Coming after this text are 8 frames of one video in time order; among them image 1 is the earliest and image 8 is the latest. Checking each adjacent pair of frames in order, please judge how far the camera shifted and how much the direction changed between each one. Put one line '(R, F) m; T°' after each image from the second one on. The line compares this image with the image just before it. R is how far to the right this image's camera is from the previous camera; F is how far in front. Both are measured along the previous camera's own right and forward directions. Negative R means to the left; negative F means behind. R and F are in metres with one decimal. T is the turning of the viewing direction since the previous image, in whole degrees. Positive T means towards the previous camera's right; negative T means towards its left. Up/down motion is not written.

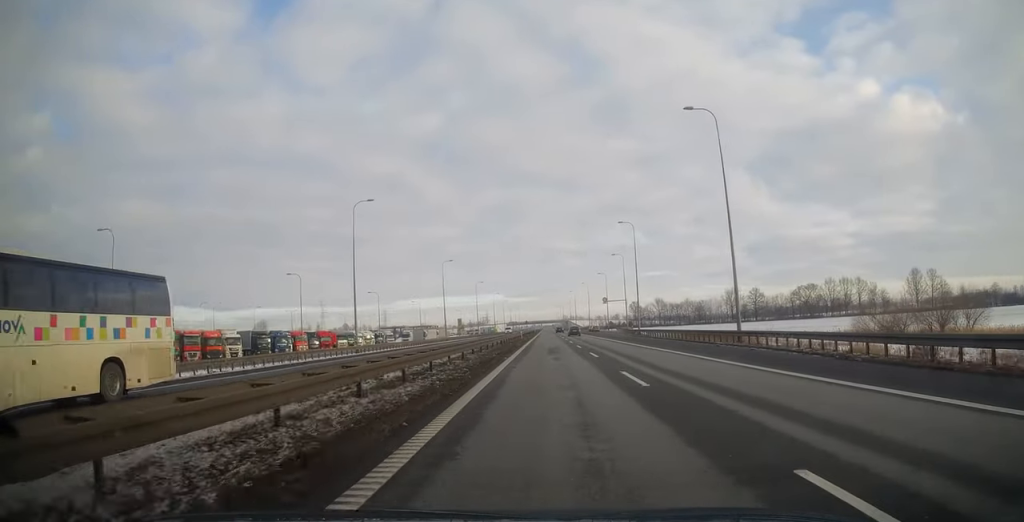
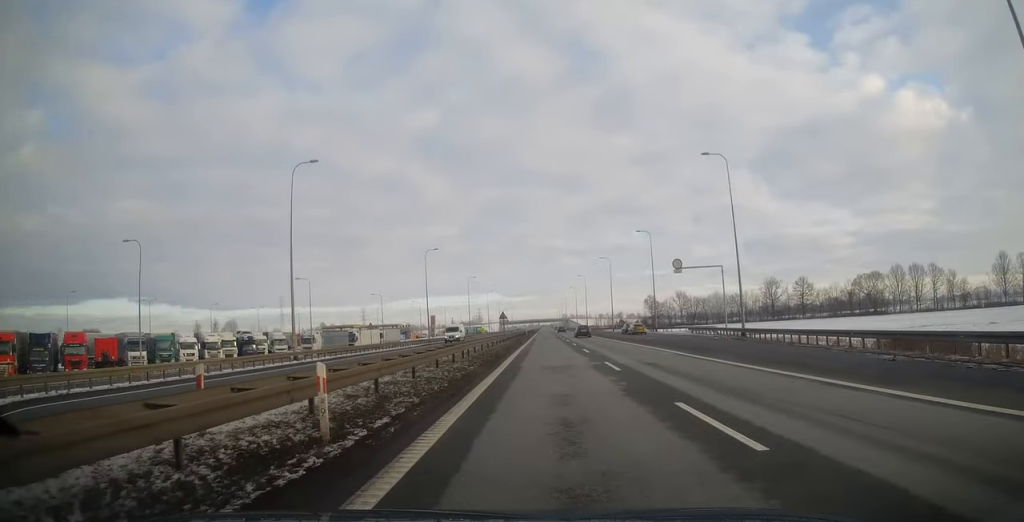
(+0.4, +68.0) m; +1°
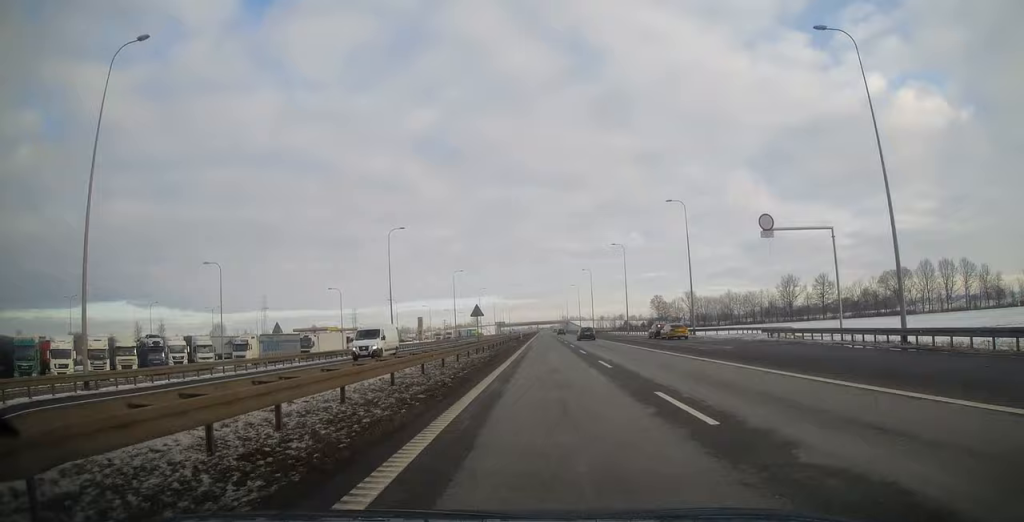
(0.0, +21.2) m; 0°
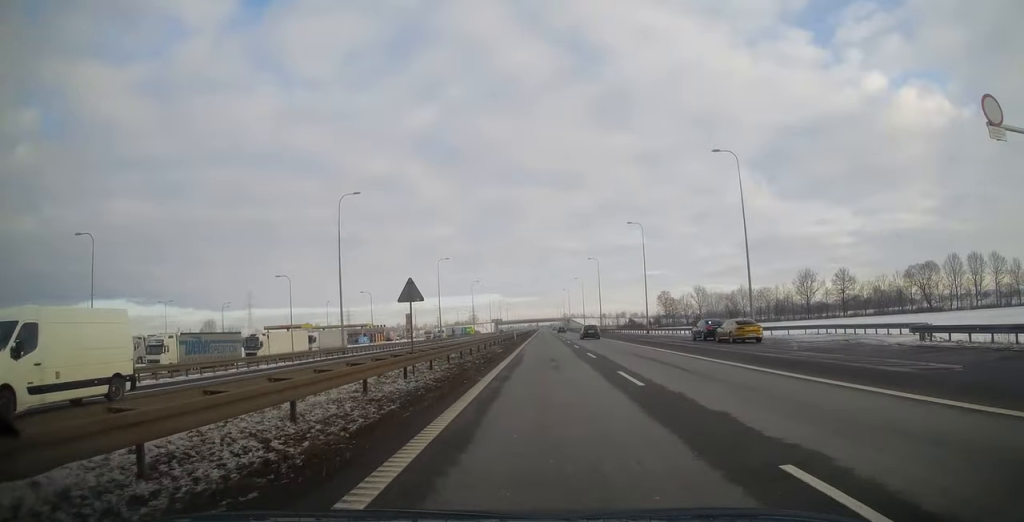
(0.0, +17.5) m; 0°
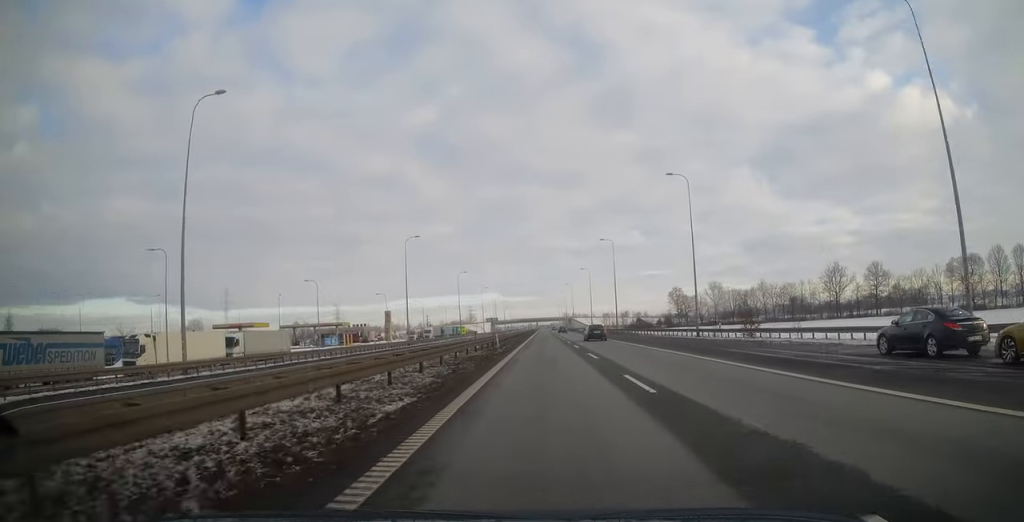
(0.0, +27.3) m; 0°
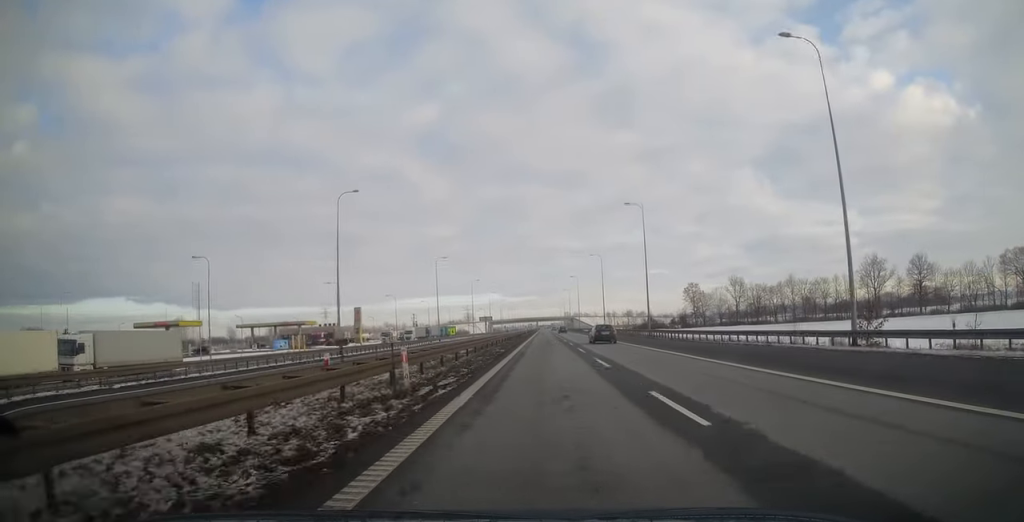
(-0.1, +29.9) m; 0°
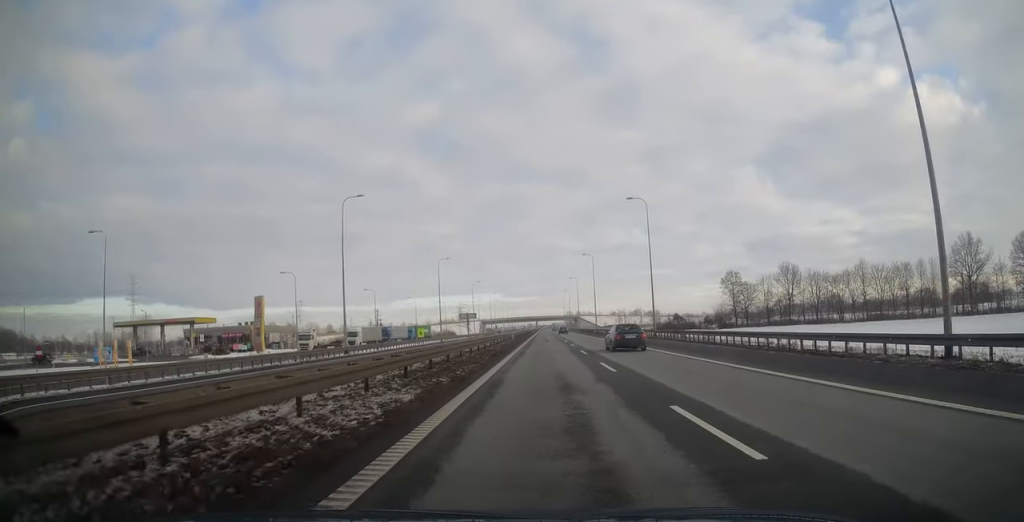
(0.0, +50.5) m; 0°
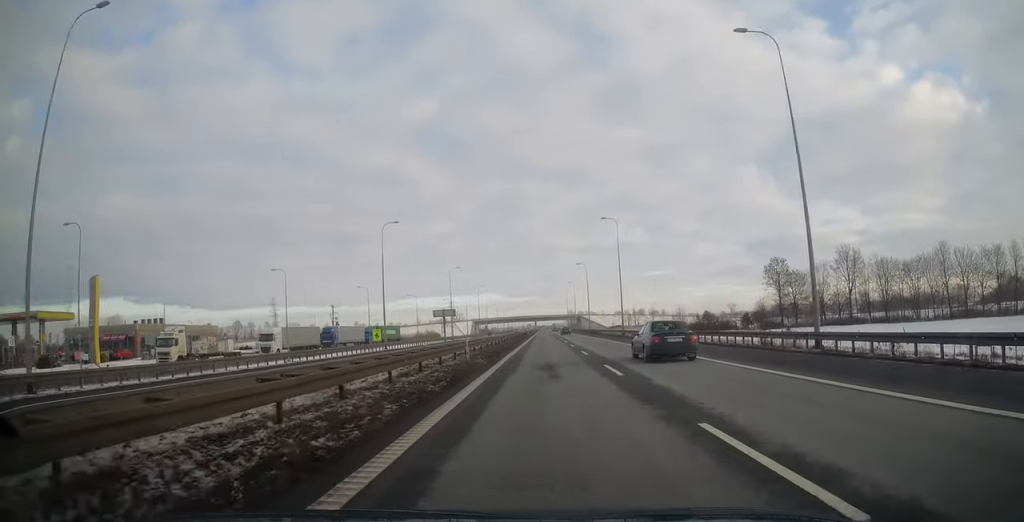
(+0.1, +35.5) m; 0°
